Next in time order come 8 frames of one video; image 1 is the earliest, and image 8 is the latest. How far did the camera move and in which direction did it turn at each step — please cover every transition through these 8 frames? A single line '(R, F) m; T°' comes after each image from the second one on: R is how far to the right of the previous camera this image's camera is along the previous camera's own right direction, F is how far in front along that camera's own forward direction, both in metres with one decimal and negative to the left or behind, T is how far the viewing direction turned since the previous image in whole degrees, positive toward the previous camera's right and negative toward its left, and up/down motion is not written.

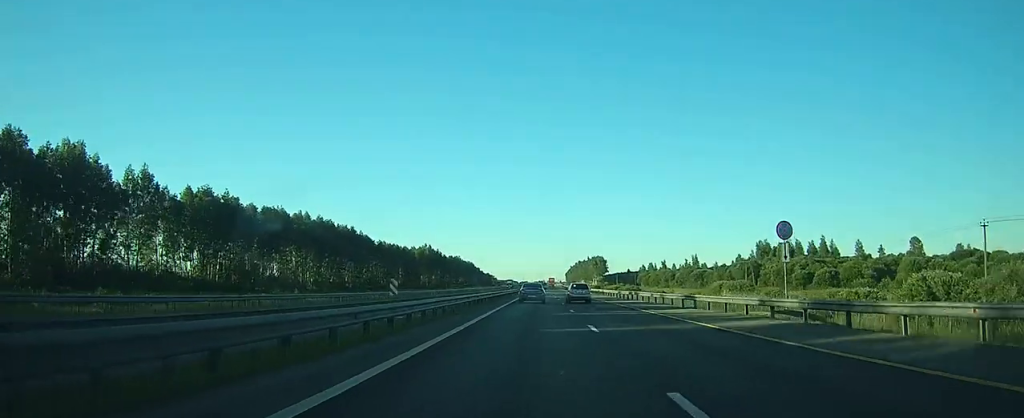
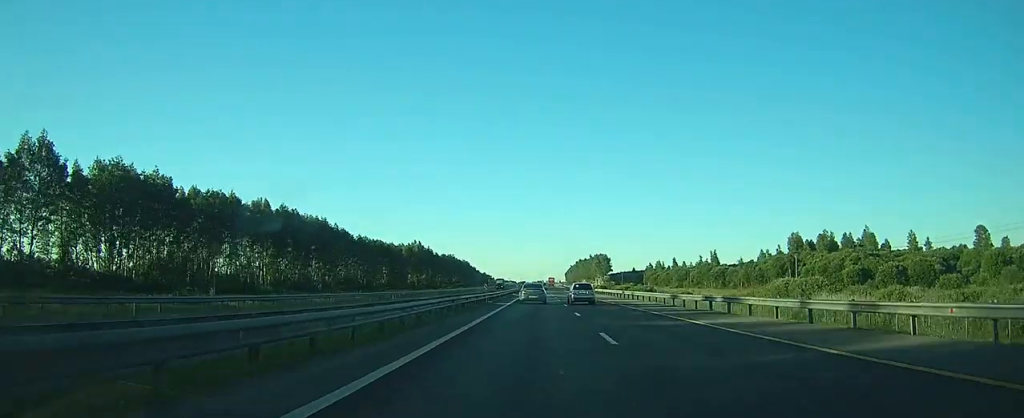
(+0.1, +27.1) m; 0°
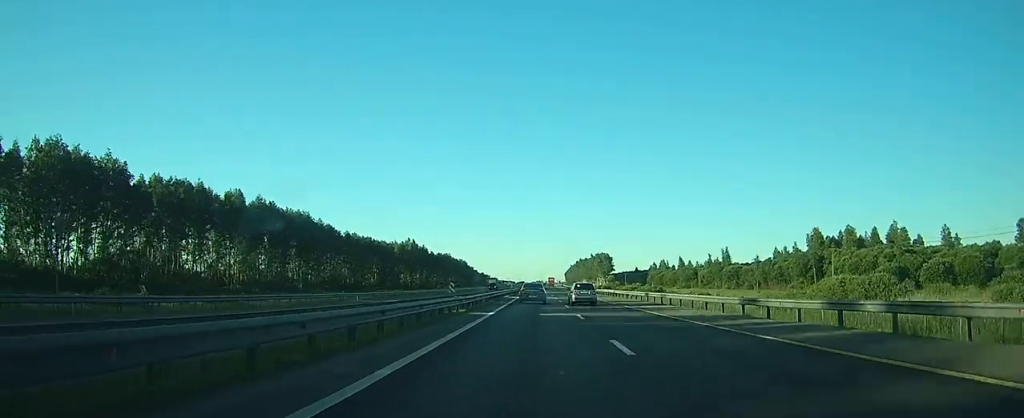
(0.0, +14.0) m; 0°
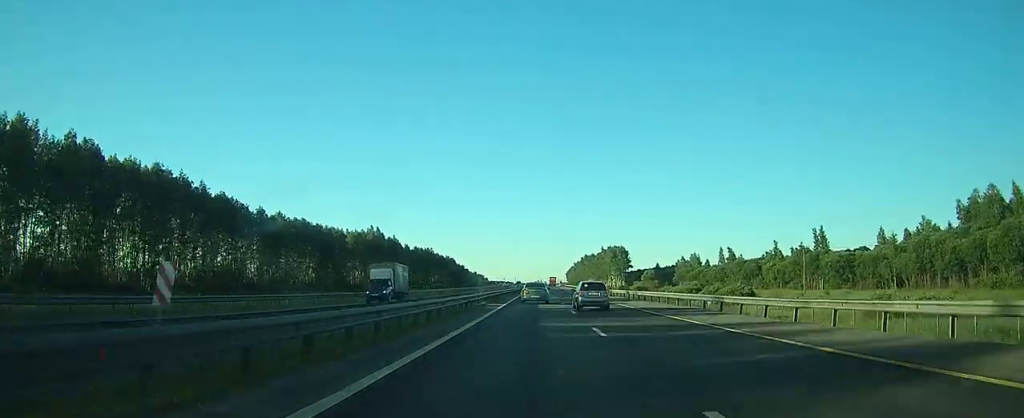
(+0.1, +68.1) m; 0°
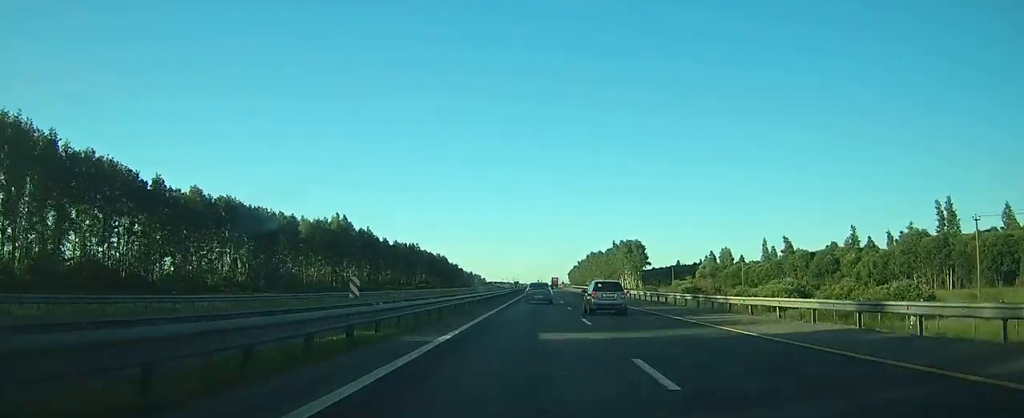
(+0.1, +44.0) m; 0°
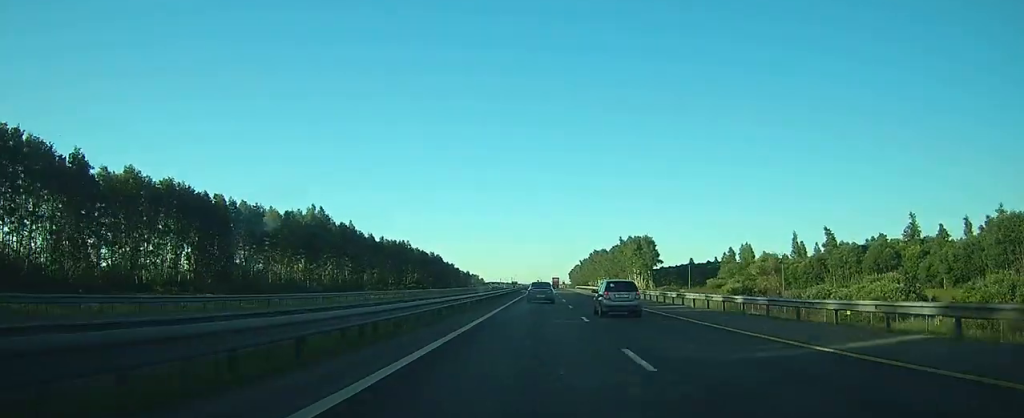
(0.0, +22.4) m; 0°
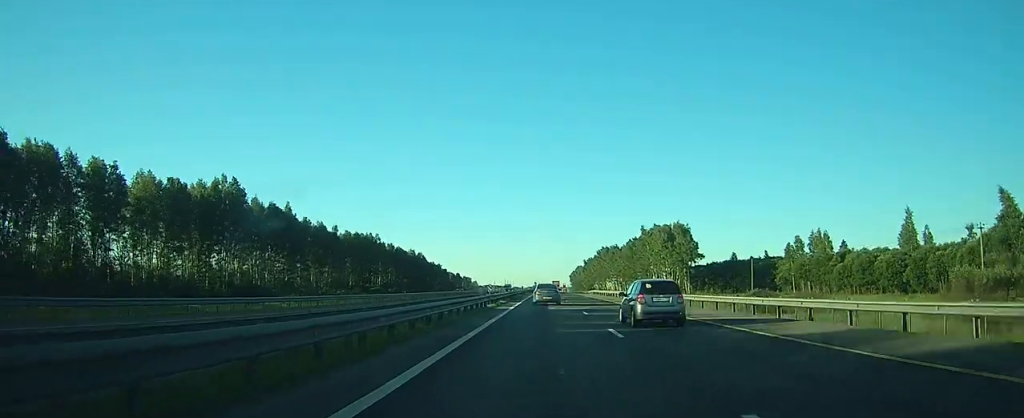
(-0.1, +54.4) m; 0°
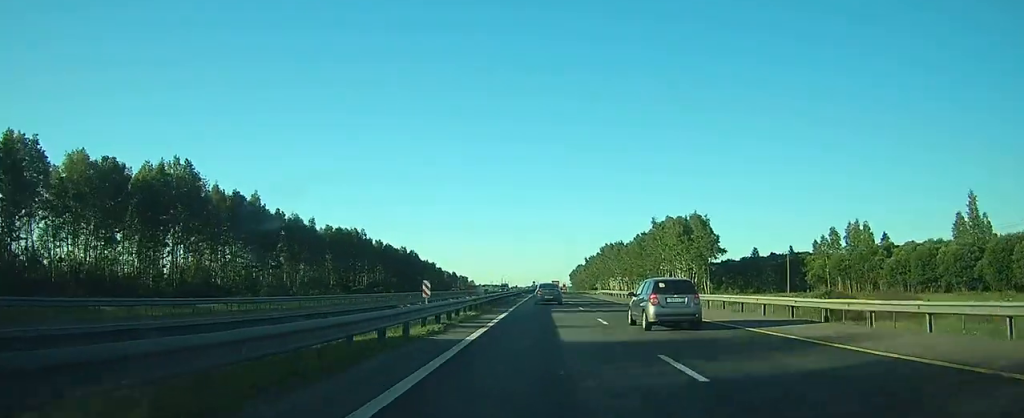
(0.0, +19.2) m; 0°
